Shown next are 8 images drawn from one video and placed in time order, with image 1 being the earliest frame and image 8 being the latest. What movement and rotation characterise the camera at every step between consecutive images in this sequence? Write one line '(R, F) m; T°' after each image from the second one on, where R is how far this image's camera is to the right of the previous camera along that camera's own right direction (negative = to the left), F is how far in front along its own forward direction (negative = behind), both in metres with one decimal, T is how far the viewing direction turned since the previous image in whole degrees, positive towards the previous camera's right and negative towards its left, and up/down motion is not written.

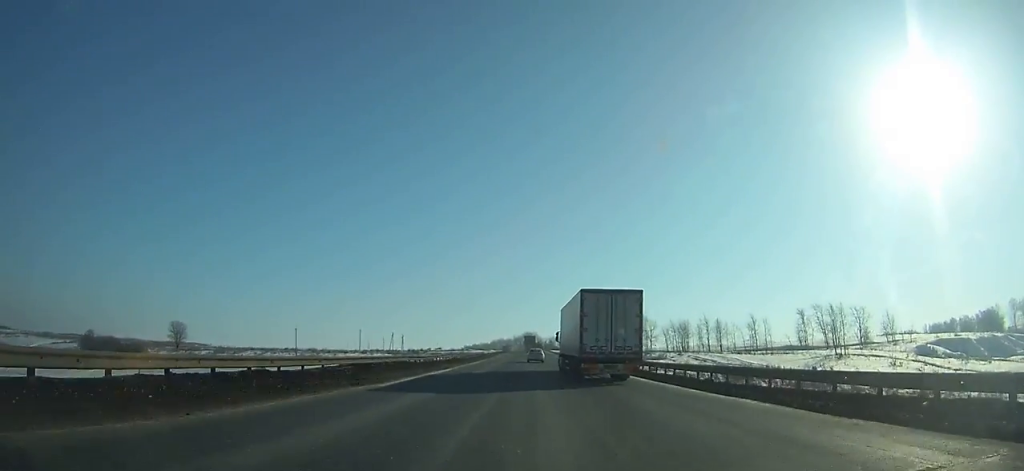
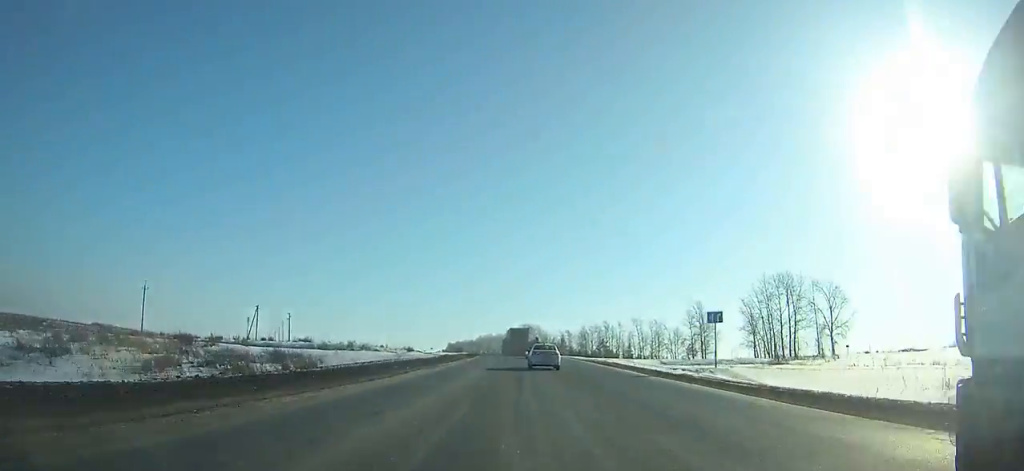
(-0.2, +134.1) m; 0°
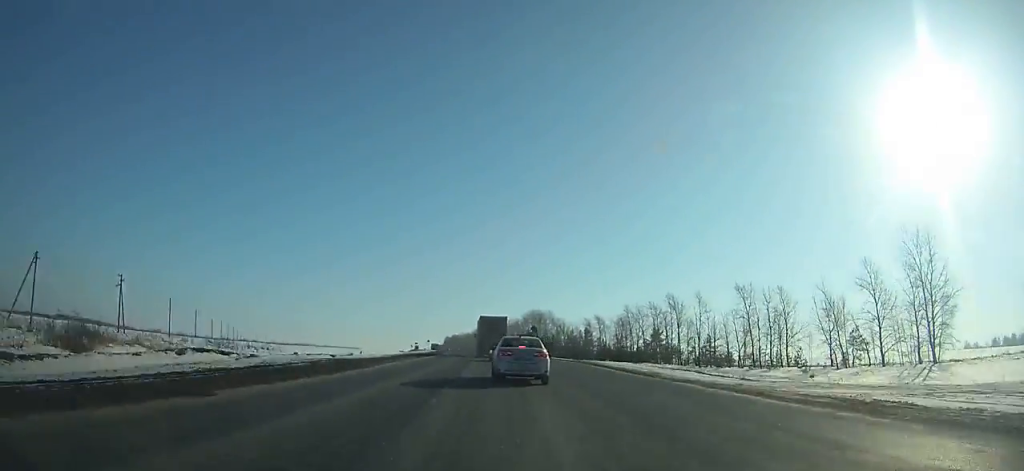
(-0.3, +67.3) m; -2°
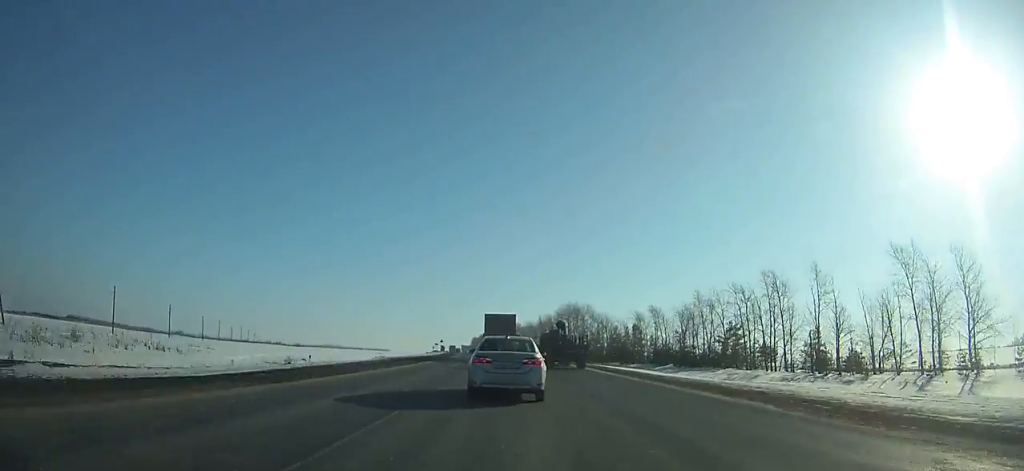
(-0.4, +31.8) m; -2°
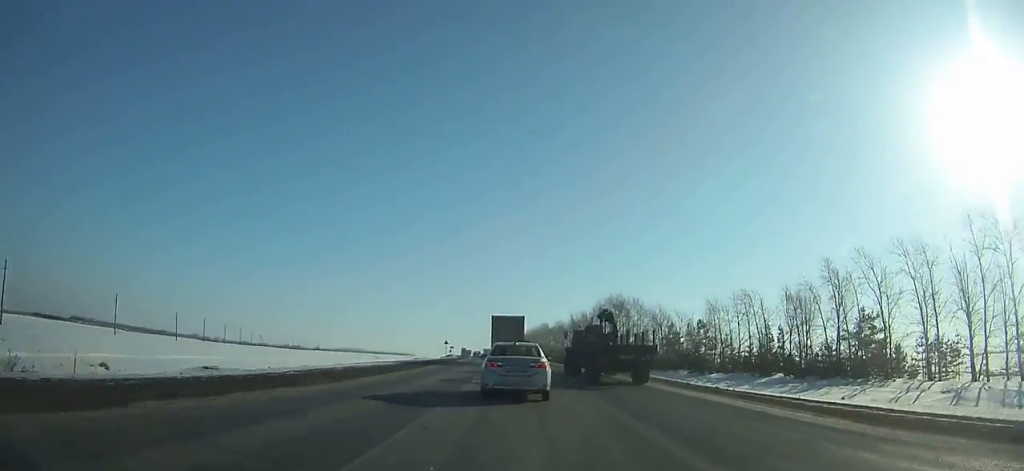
(-1.1, +39.1) m; -3°
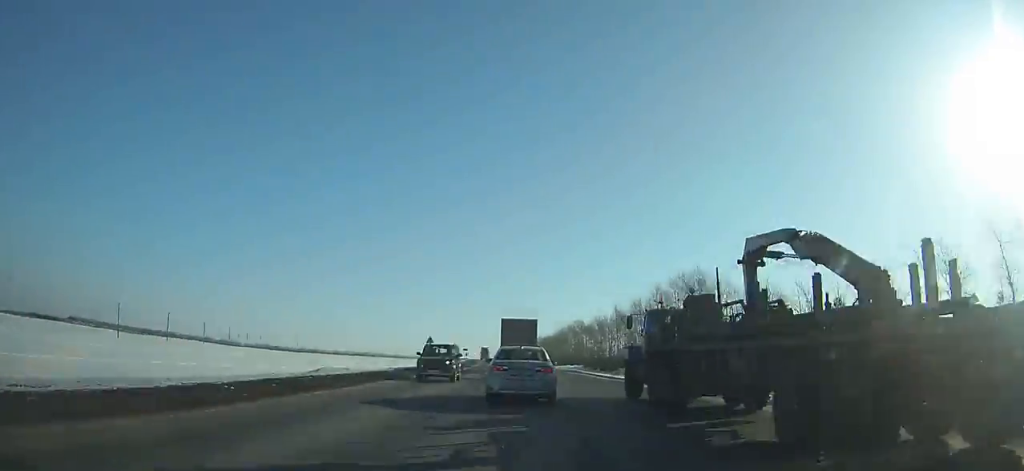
(-1.1, +42.4) m; -2°
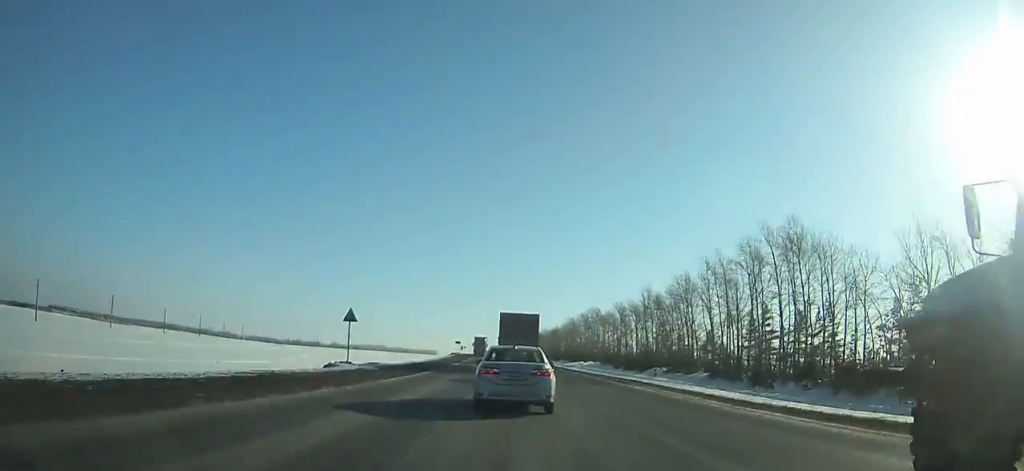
(-0.2, +28.9) m; 0°
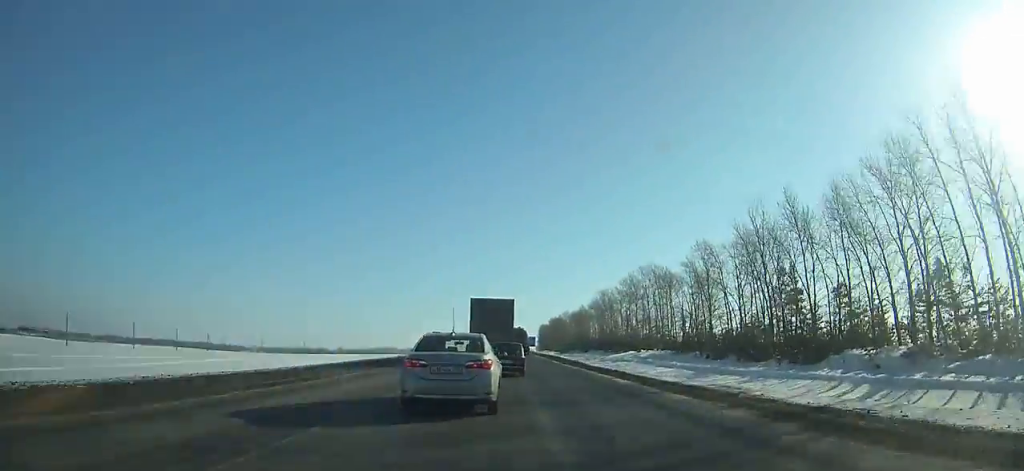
(-0.3, +54.8) m; -1°
